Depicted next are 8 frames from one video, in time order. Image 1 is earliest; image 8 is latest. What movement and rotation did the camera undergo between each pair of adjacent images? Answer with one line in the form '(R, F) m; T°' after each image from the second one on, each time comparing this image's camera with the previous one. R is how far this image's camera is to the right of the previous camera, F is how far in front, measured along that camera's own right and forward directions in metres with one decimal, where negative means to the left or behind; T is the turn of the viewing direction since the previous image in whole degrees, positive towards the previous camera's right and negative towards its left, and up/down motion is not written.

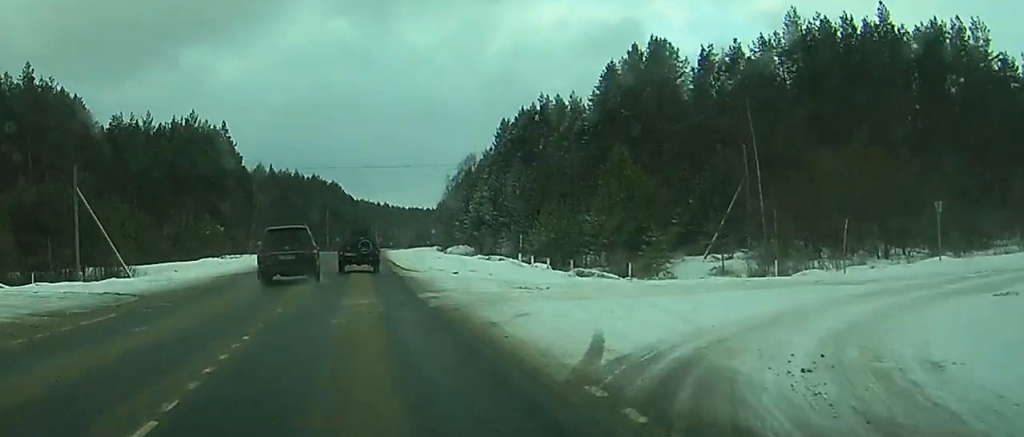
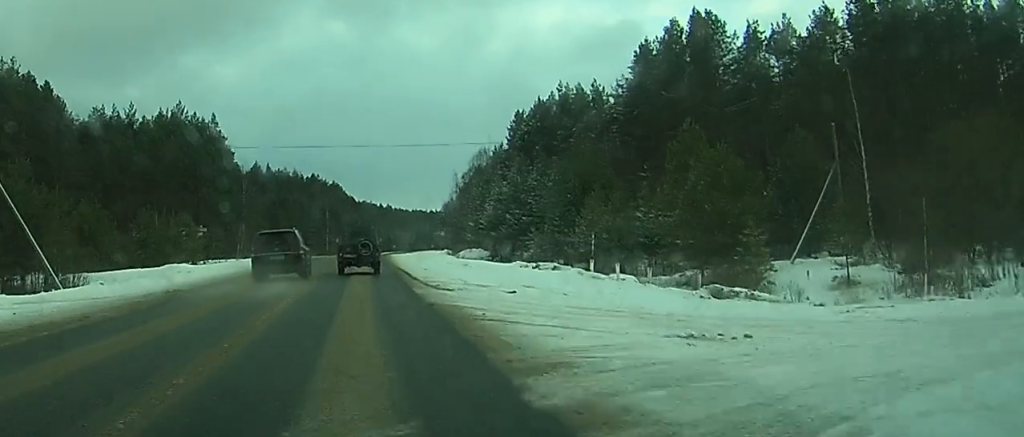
(+0.2, +14.1) m; +1°
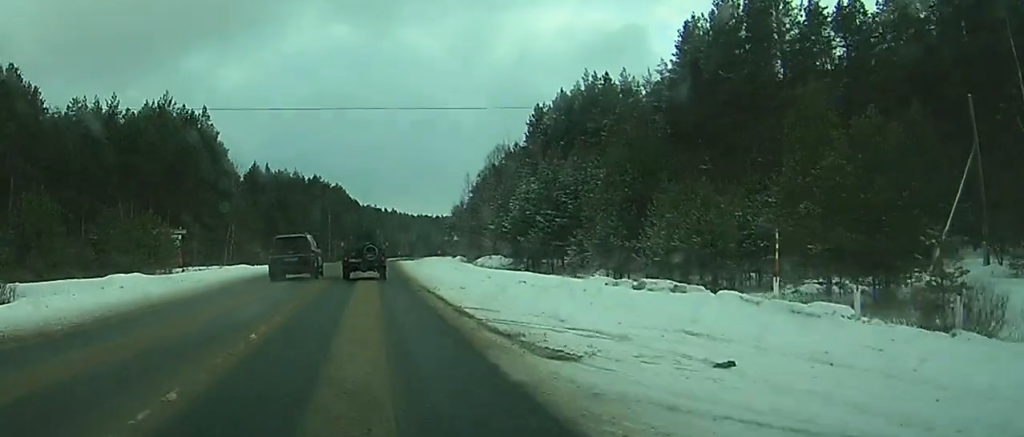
(0.0, +13.9) m; 0°
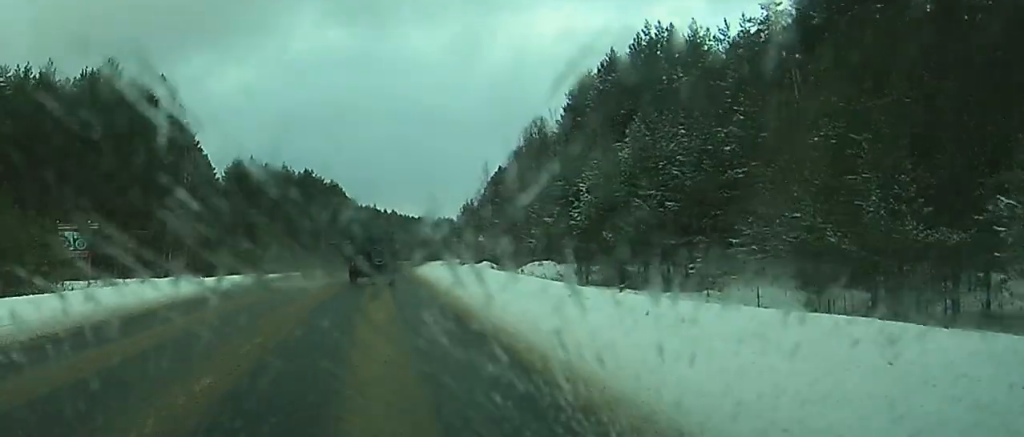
(0.0, +28.6) m; 0°
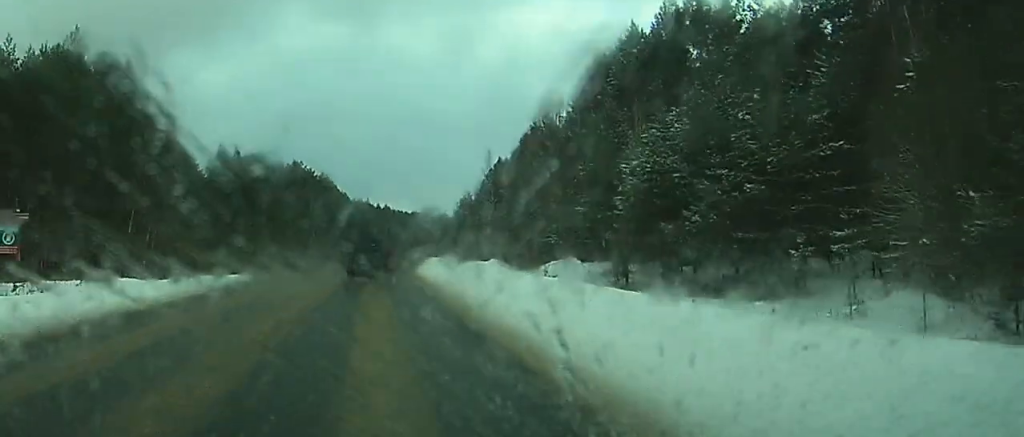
(0.0, +10.9) m; 0°
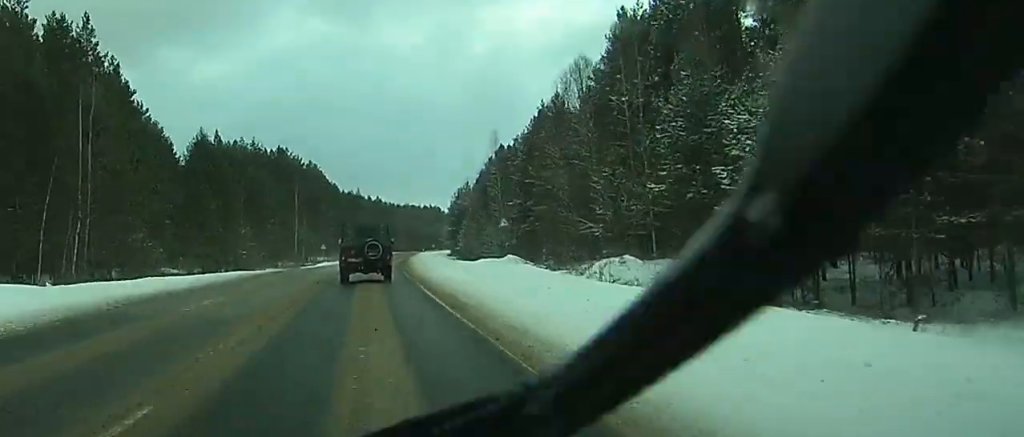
(+0.1, +15.0) m; 0°
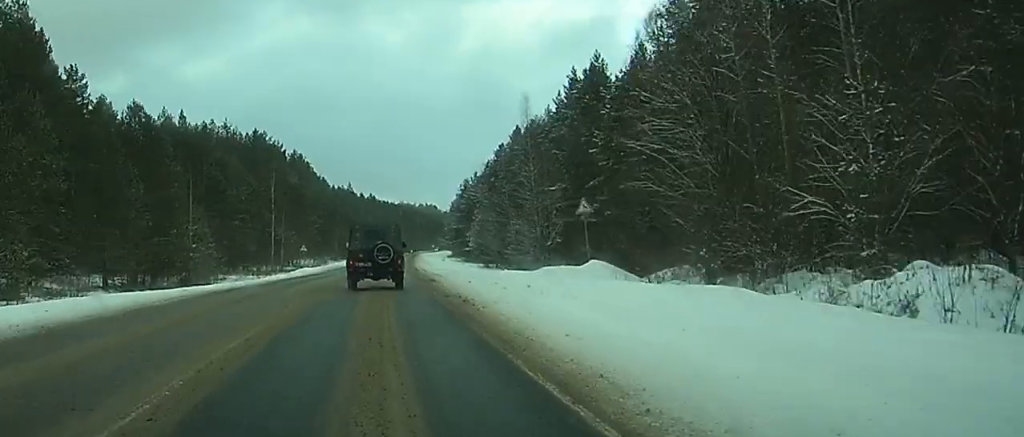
(+0.1, +28.7) m; 0°
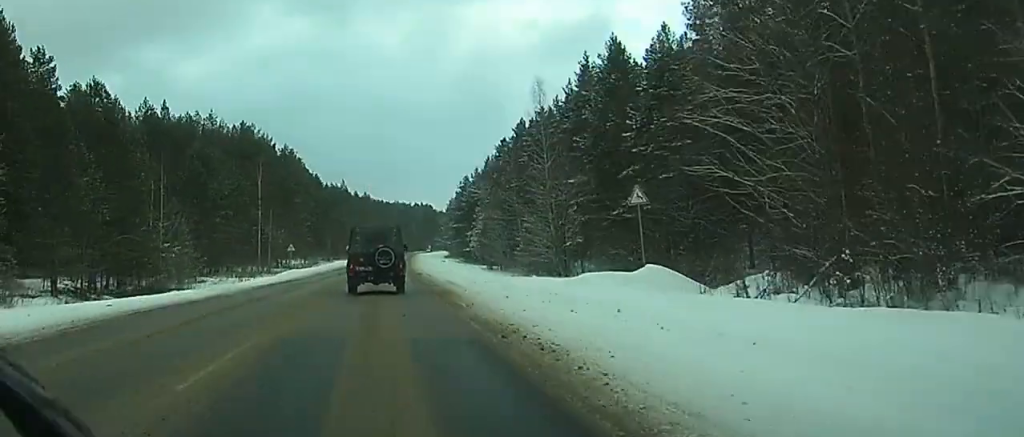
(0.0, +10.2) m; 0°
